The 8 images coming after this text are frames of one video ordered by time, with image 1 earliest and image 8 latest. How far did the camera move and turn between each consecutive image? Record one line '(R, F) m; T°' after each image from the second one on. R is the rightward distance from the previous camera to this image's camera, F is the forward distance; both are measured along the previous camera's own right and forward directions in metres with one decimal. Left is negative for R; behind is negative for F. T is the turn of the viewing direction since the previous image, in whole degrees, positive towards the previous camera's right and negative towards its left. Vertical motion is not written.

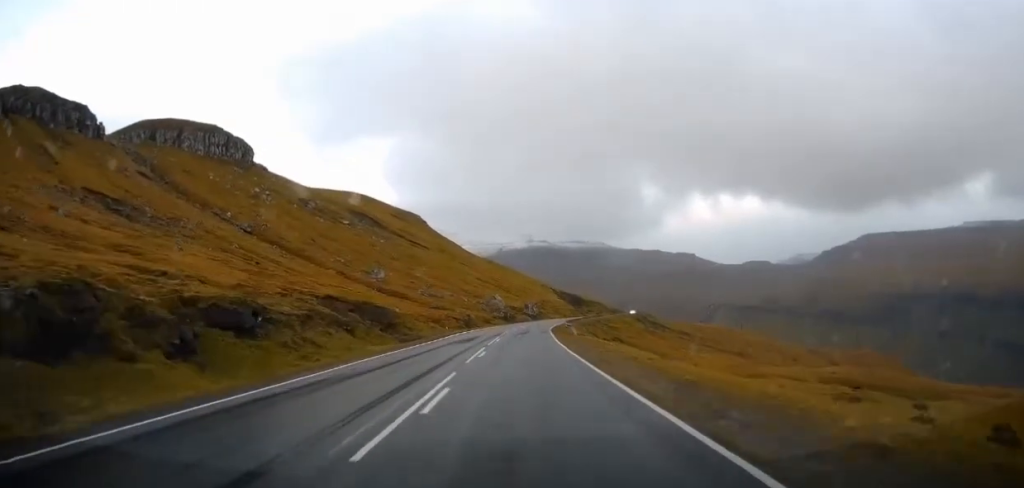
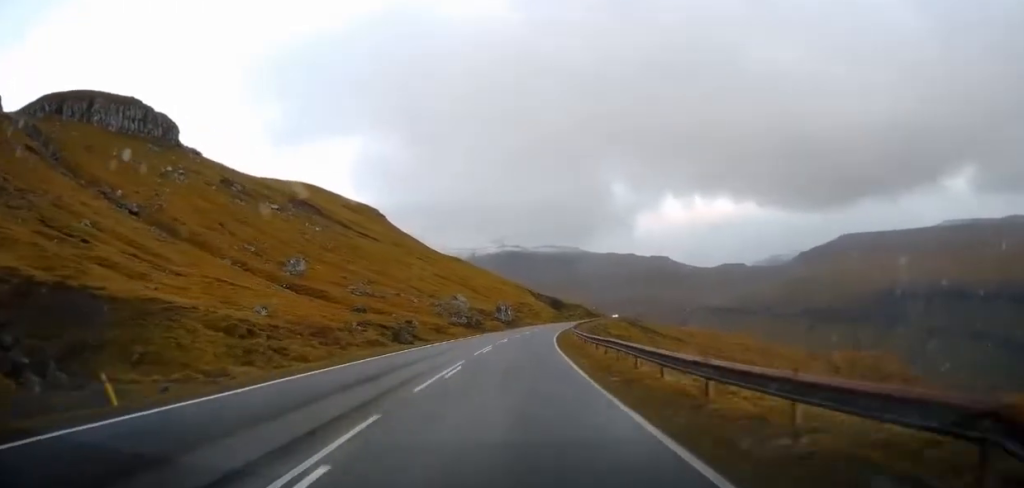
(-0.5, +41.7) m; +2°
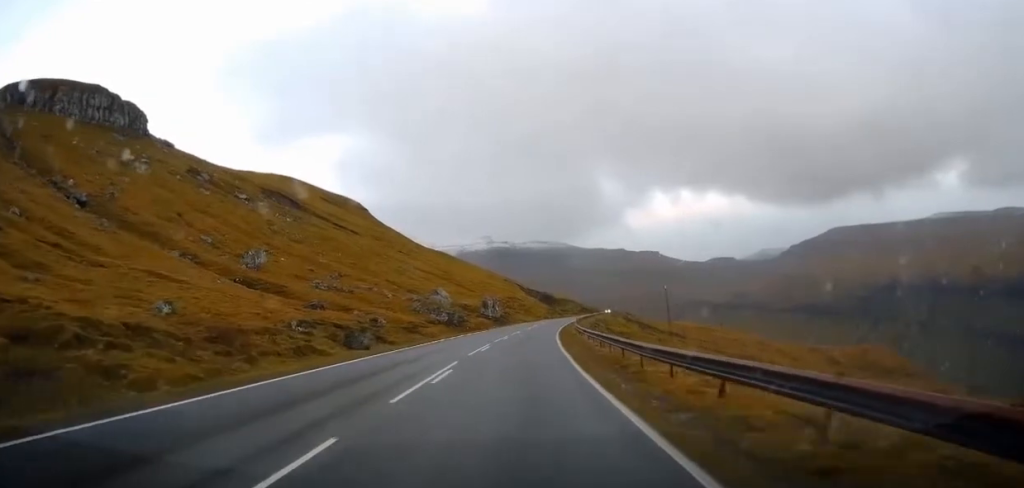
(+0.5, +13.9) m; -1°
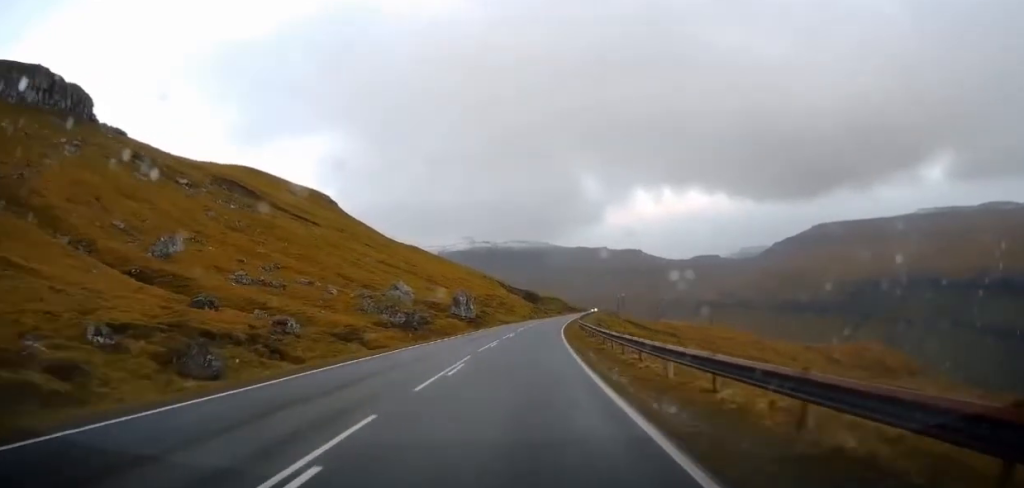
(-0.6, +21.9) m; +2°
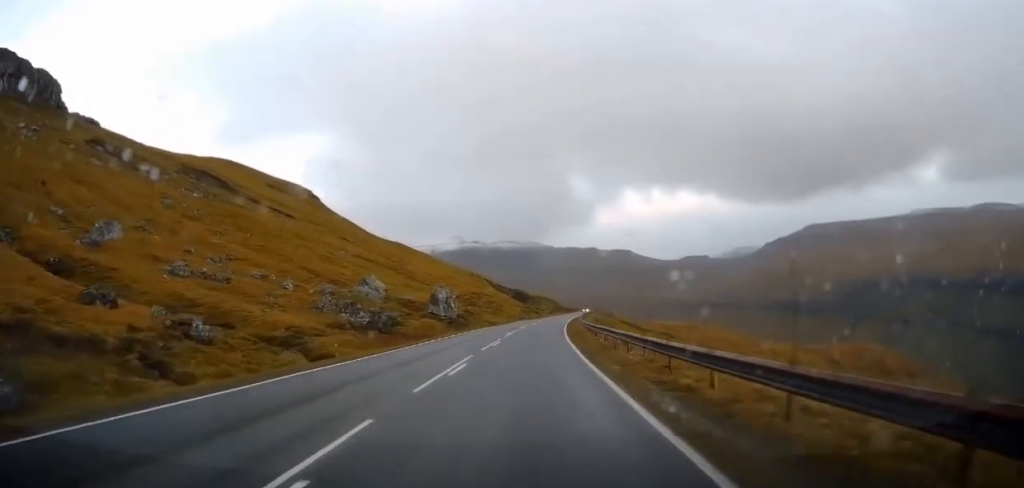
(+0.9, +12.4) m; +2°
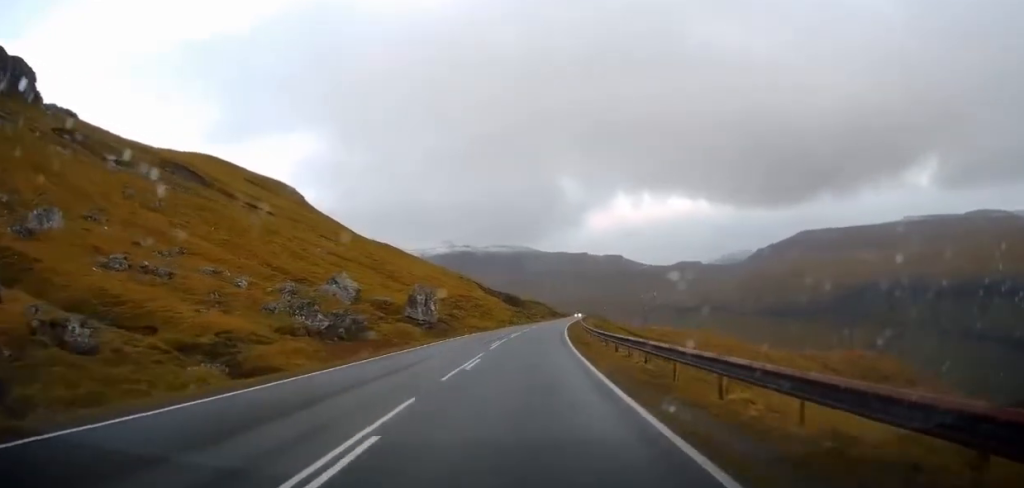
(-0.2, +9.7) m; 0°
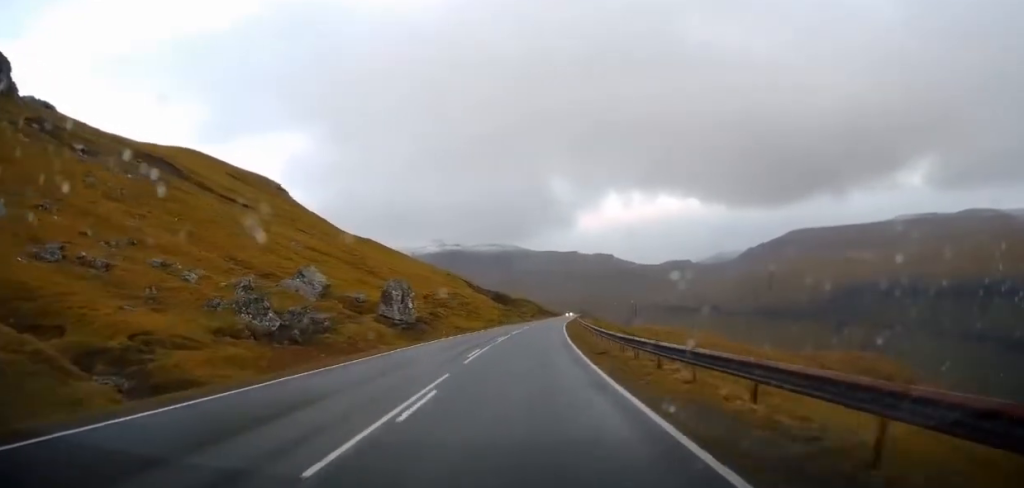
(-0.2, +8.1) m; 0°
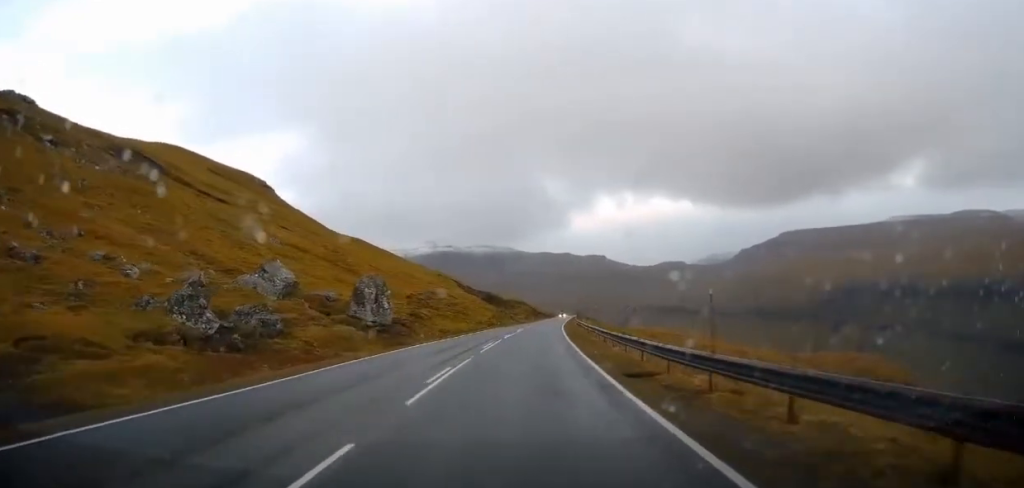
(+0.3, +7.6) m; +1°
